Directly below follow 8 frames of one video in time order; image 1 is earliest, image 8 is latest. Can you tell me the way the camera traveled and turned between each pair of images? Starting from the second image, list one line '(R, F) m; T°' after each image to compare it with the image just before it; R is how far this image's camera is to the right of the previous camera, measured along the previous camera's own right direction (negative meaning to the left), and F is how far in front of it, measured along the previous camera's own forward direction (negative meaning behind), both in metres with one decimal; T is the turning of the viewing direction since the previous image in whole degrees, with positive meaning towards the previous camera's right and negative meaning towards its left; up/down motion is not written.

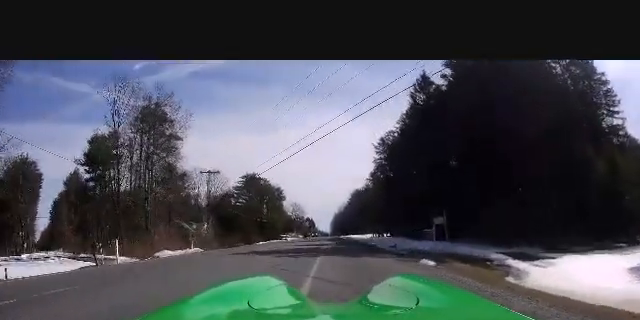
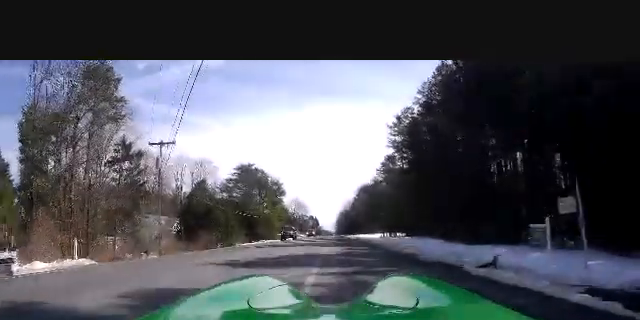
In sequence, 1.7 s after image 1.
(+0.5, +14.8) m; +2°
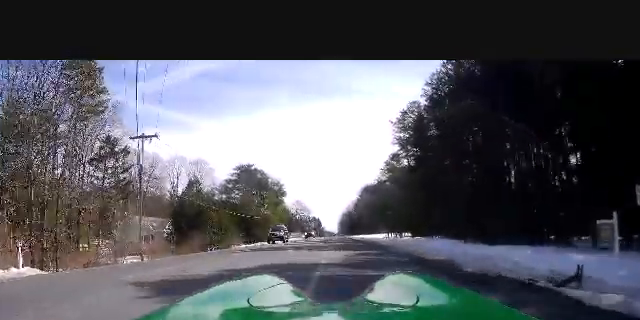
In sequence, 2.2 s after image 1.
(0.0, +3.8) m; 0°
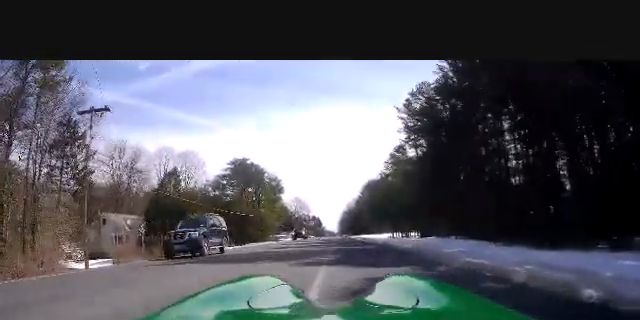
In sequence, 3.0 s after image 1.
(0.0, +7.3) m; 0°
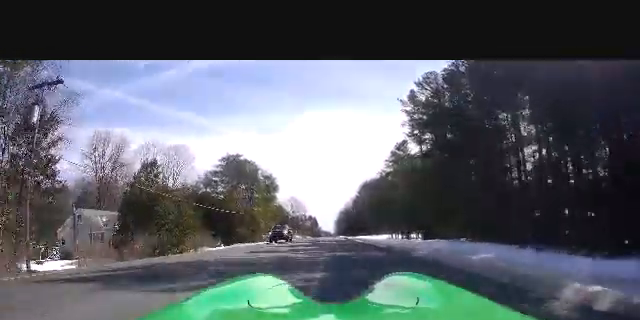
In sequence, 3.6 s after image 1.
(0.0, +5.0) m; 0°
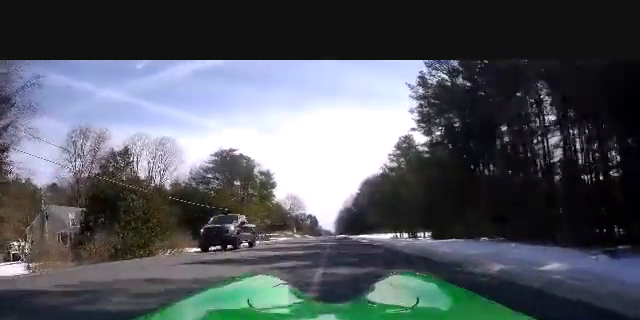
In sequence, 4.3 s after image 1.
(0.0, +6.1) m; 0°
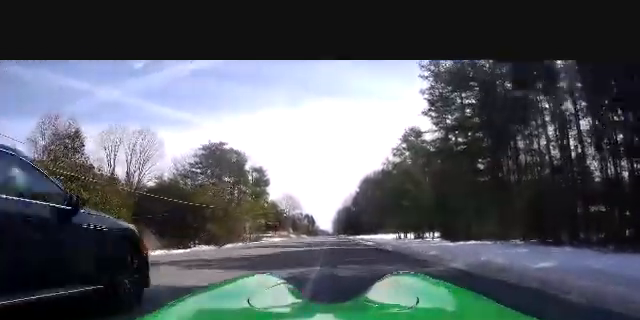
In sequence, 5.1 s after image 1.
(0.0, +7.6) m; +1°
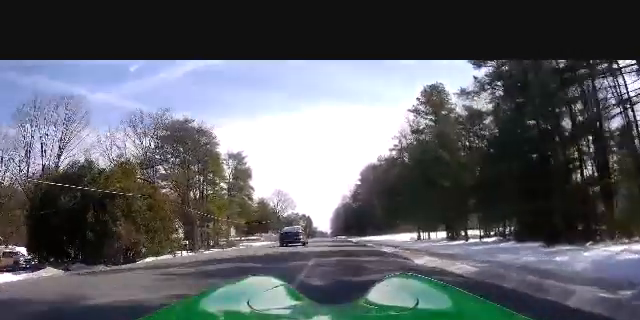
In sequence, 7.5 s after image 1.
(+1.4, +21.0) m; +4°
